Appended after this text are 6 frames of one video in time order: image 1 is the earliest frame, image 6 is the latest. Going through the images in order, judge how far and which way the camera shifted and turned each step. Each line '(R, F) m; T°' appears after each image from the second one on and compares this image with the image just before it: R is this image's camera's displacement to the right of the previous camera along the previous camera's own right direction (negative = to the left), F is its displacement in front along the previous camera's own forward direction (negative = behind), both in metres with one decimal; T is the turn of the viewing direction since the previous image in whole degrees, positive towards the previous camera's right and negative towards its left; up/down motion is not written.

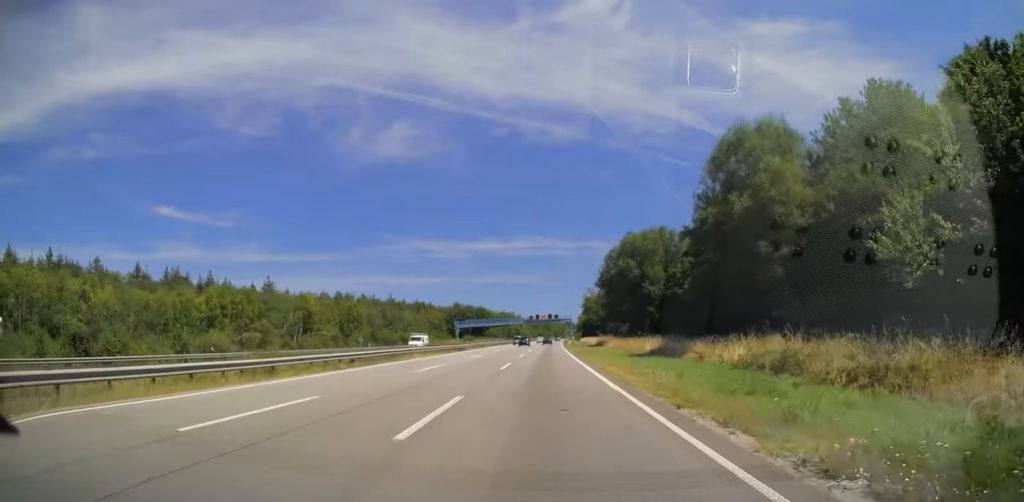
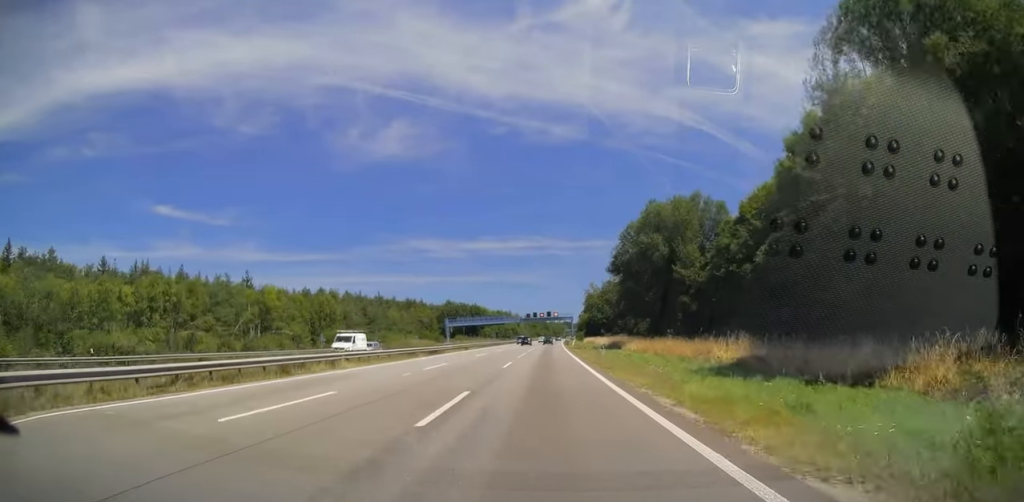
(+0.2, +16.8) m; 0°
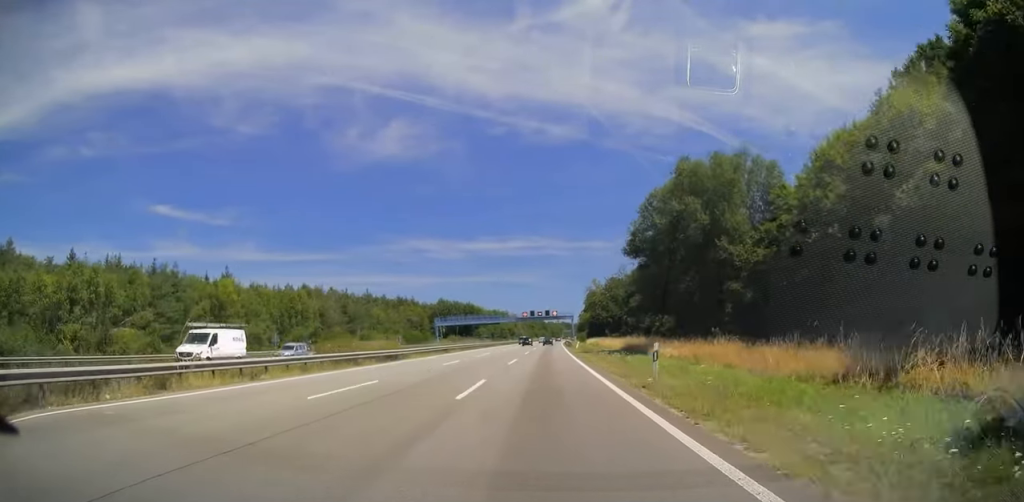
(0.0, +13.8) m; 0°
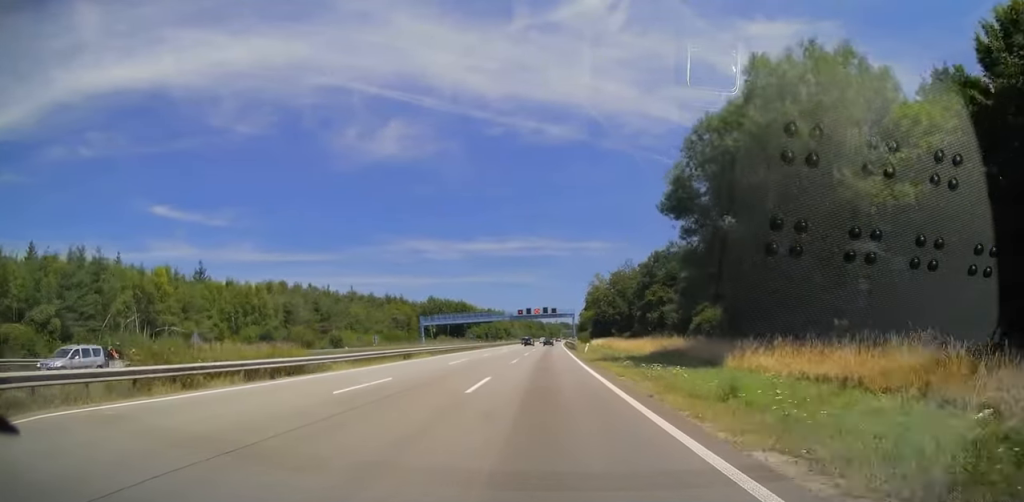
(-0.3, +16.3) m; 0°
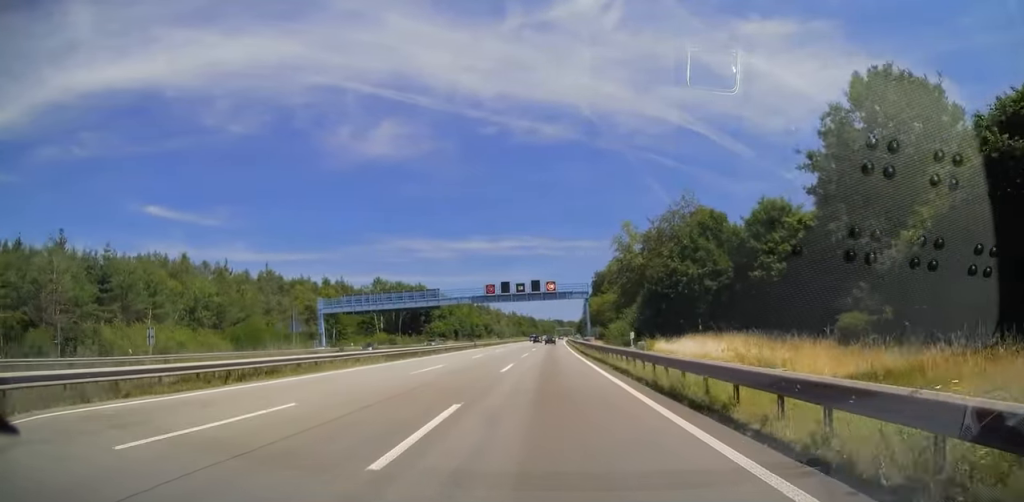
(0.0, +63.3) m; 0°
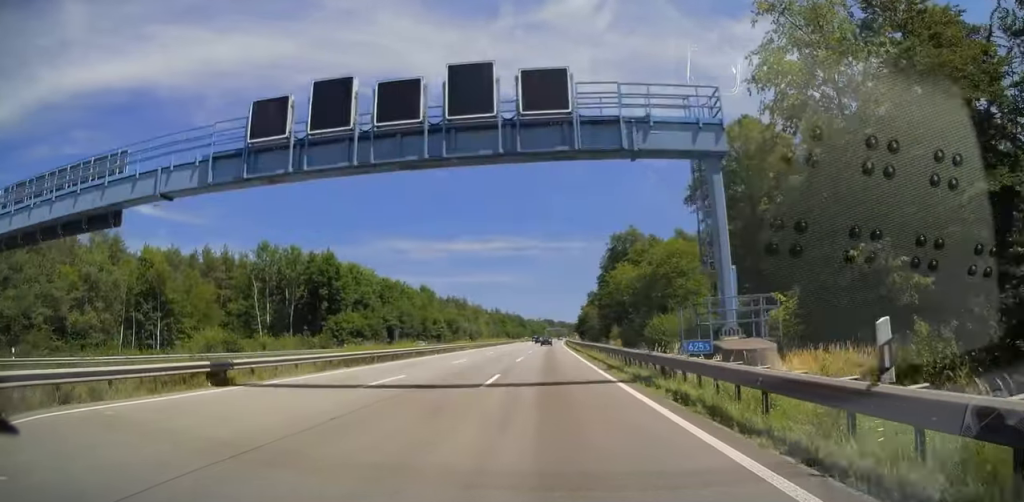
(+0.8, +62.3) m; +2°
